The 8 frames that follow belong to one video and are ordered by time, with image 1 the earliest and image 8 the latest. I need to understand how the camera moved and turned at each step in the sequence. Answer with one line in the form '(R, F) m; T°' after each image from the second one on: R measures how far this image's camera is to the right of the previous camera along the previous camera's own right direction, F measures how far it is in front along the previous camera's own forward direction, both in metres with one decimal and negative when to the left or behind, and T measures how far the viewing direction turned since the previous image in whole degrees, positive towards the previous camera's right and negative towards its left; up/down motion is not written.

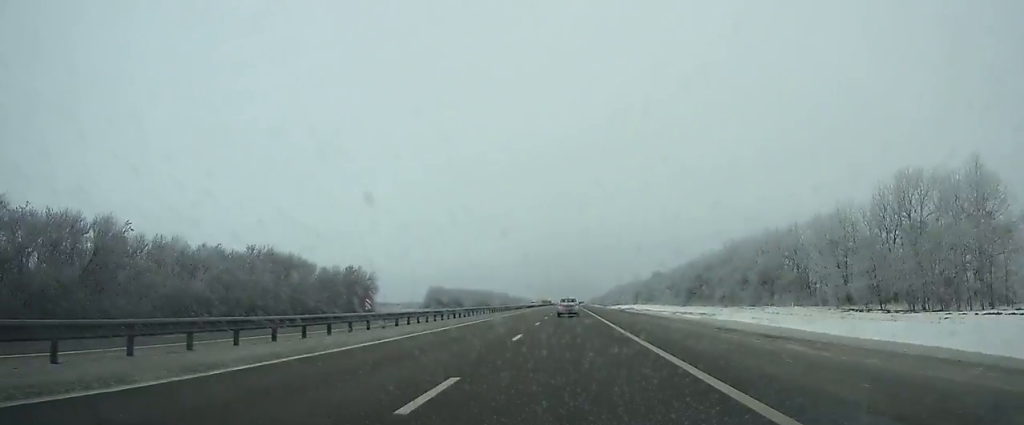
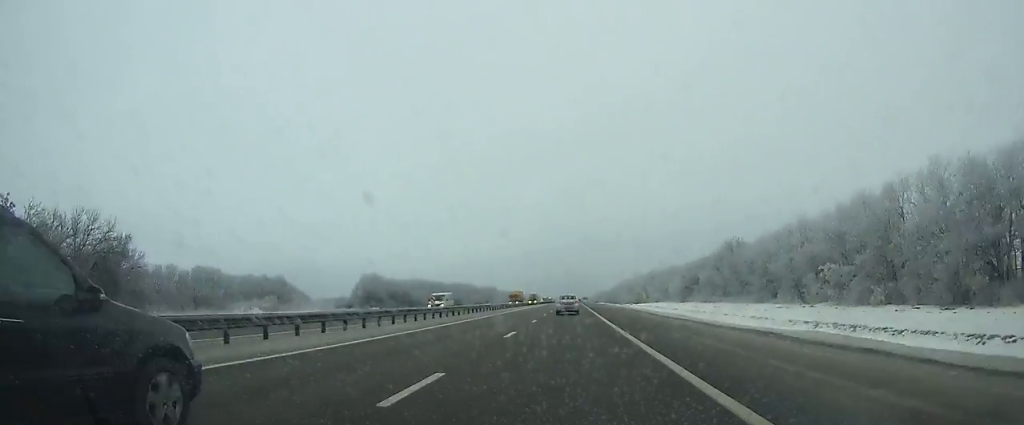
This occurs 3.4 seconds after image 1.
(-0.1, +96.7) m; 0°
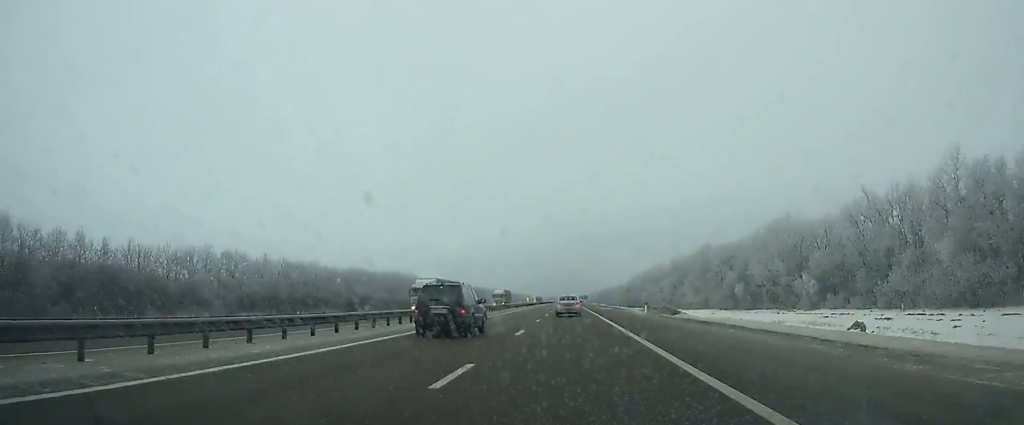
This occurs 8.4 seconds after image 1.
(+0.3, +141.3) m; 0°
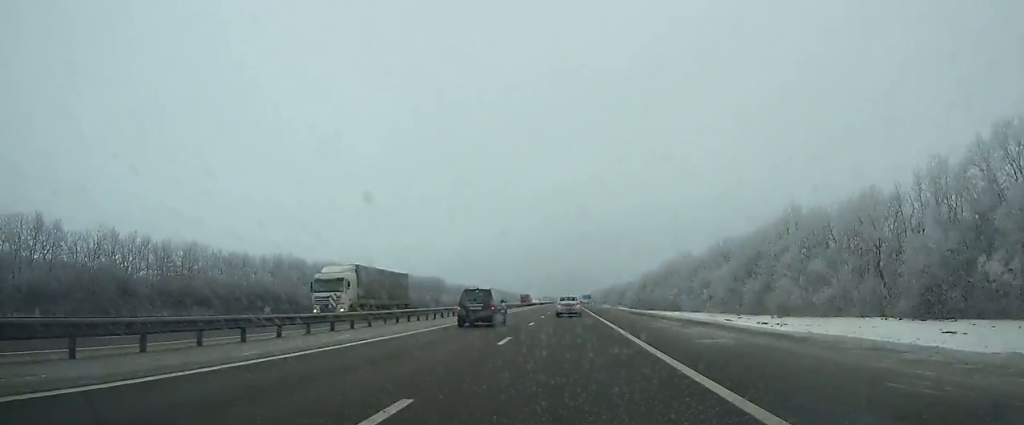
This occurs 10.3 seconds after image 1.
(0.0, +53.5) m; 0°
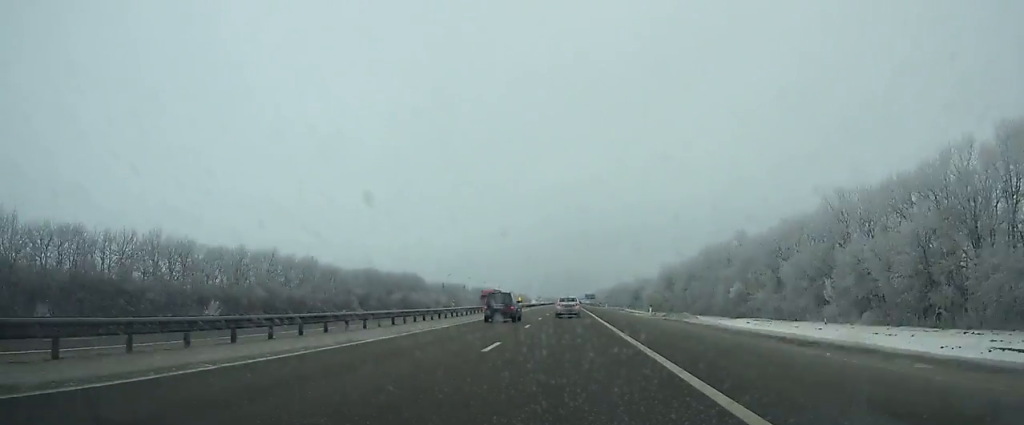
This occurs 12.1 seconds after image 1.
(-0.1, +50.6) m; 0°
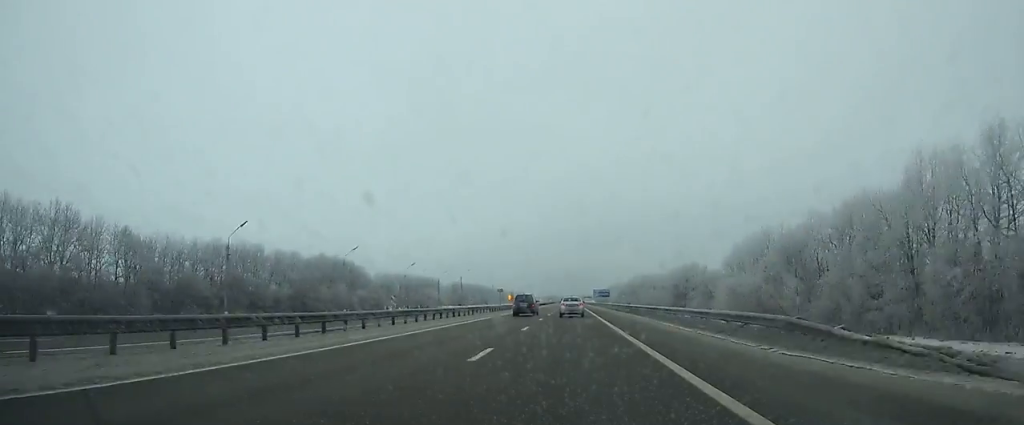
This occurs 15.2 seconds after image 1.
(-0.1, +87.2) m; 0°
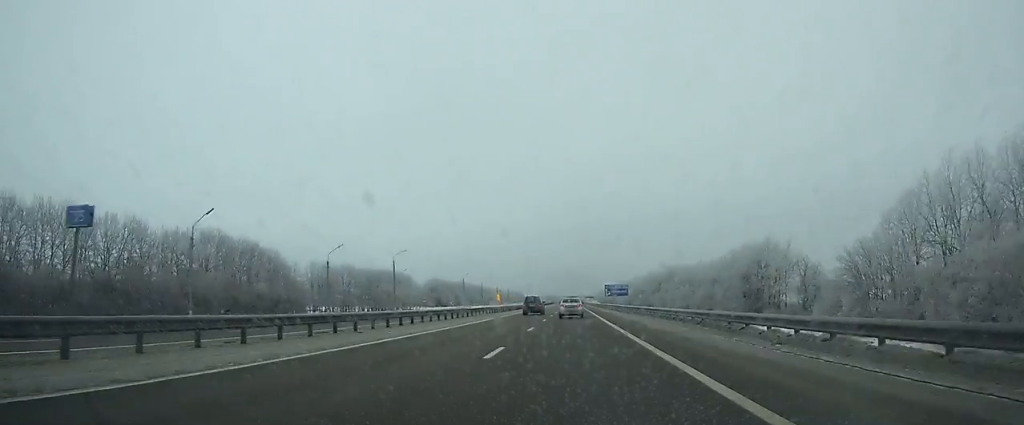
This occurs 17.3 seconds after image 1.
(0.0, +59.4) m; 0°
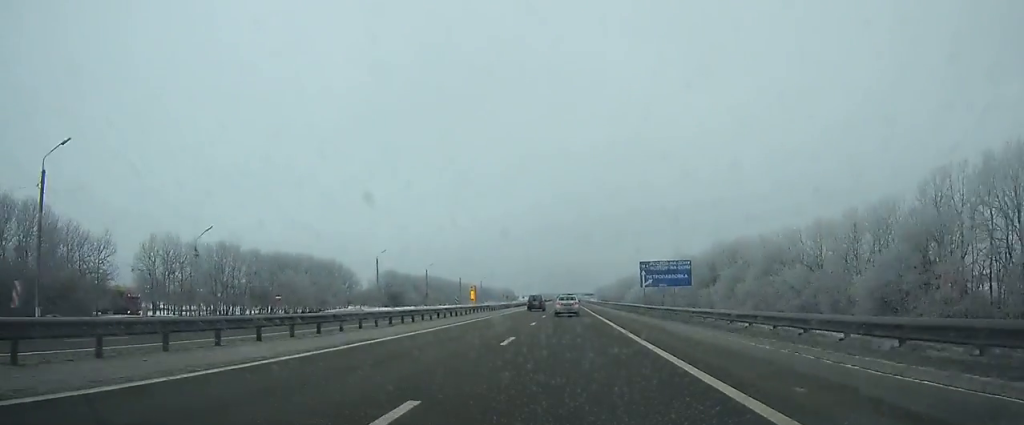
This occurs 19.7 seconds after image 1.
(0.0, +68.3) m; 0°
